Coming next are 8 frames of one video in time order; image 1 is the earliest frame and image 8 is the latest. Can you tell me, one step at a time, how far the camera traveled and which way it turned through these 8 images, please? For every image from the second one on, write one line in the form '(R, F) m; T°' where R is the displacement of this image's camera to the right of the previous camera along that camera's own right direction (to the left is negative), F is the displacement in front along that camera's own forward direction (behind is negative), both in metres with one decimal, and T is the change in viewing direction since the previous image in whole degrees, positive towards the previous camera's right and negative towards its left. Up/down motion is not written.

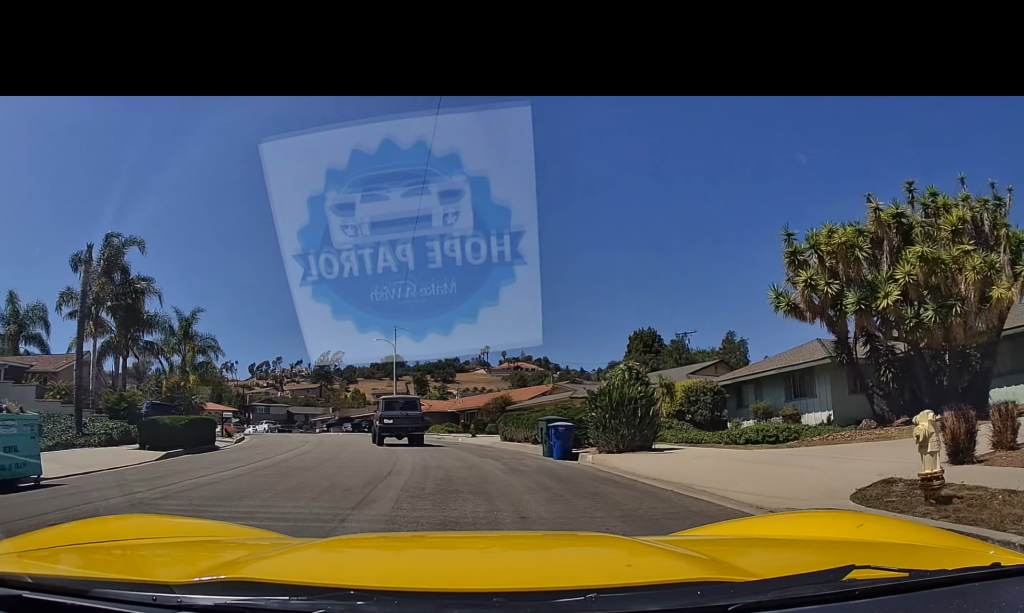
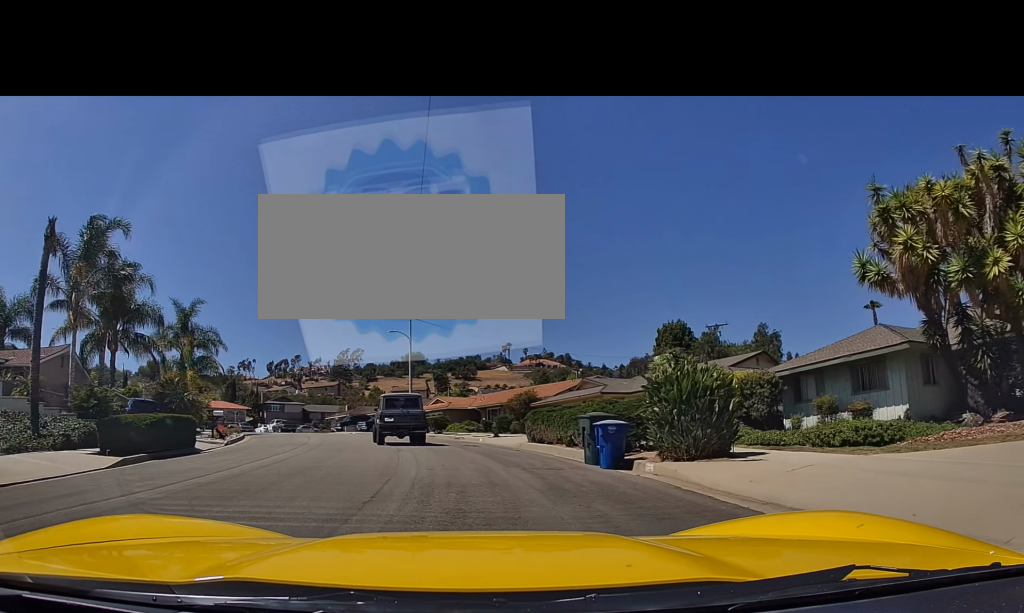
(-0.2, +3.7) m; -2°
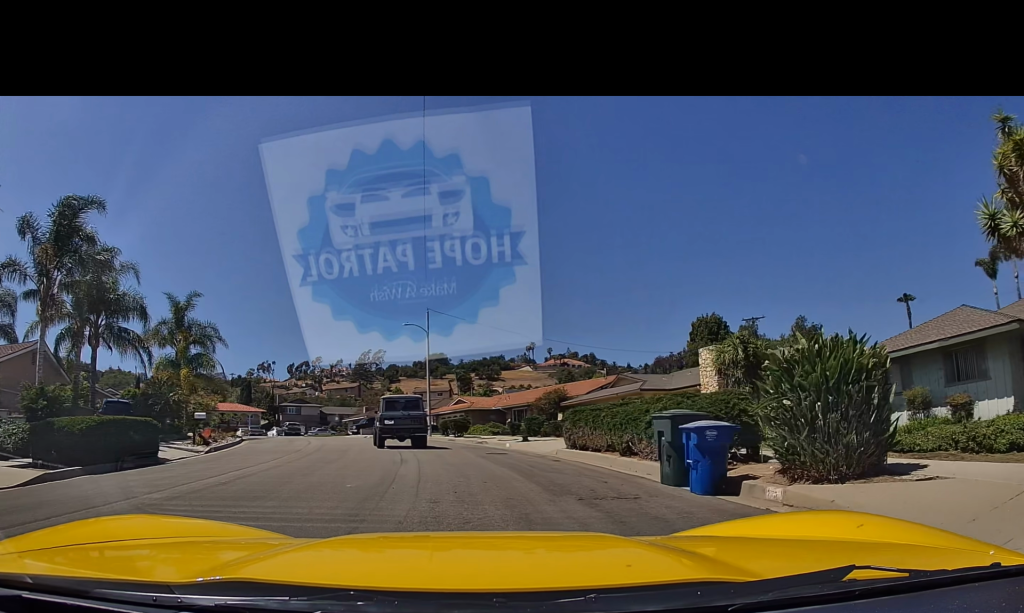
(-0.1, +4.2) m; -2°
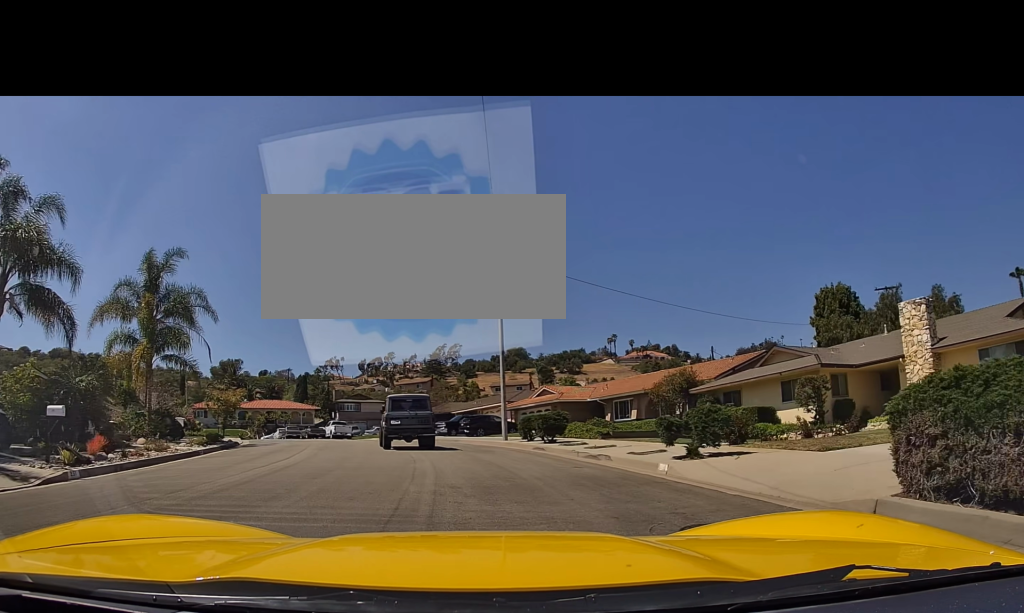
(-1.1, +14.9) m; -18°
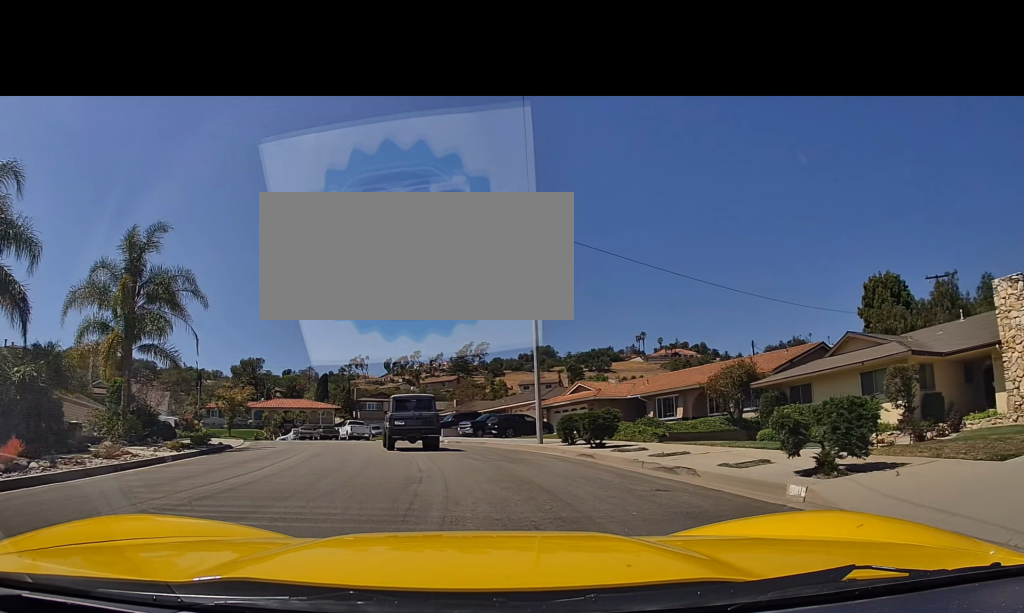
(-1.0, +4.9) m; -7°
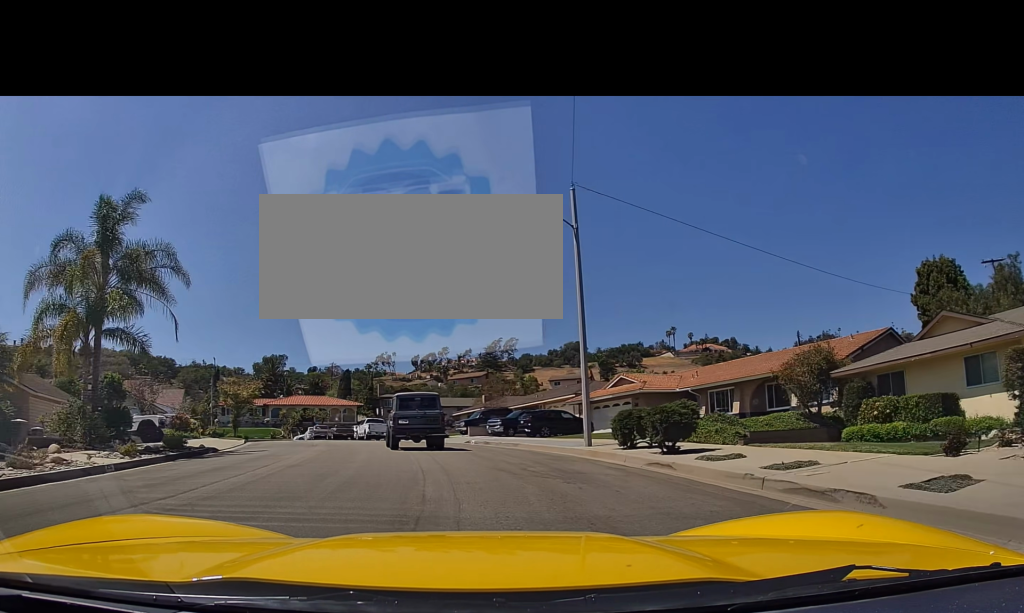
(+0.4, +4.9) m; +6°
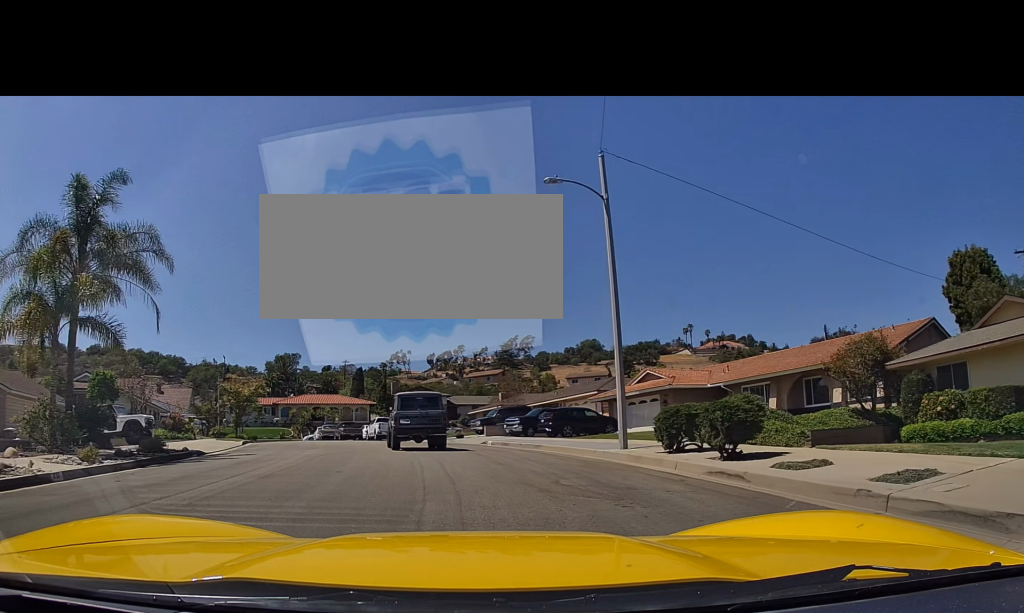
(+0.1, +3.0) m; -2°
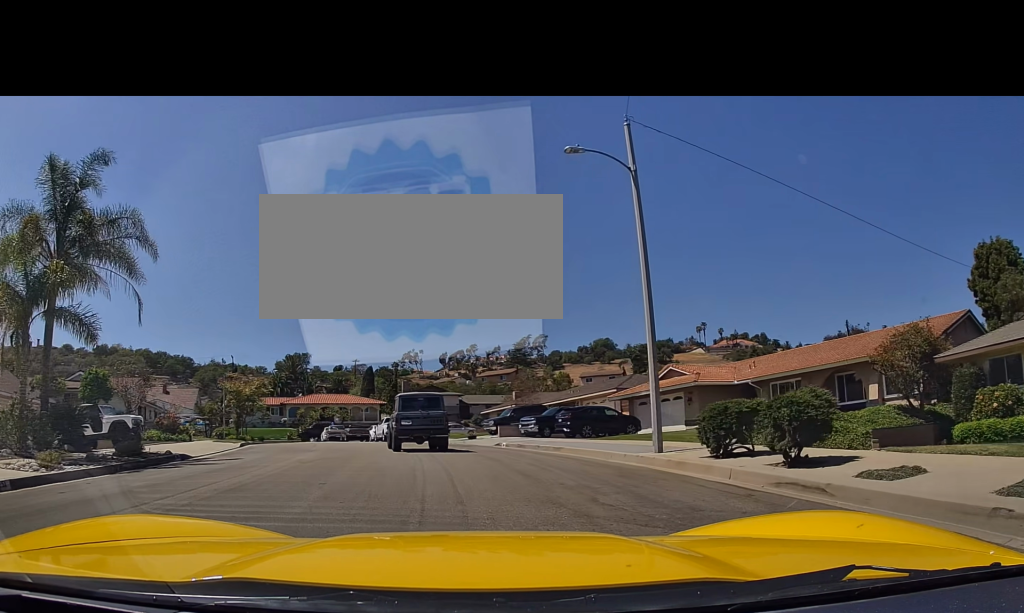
(+0.2, +2.5) m; -2°
